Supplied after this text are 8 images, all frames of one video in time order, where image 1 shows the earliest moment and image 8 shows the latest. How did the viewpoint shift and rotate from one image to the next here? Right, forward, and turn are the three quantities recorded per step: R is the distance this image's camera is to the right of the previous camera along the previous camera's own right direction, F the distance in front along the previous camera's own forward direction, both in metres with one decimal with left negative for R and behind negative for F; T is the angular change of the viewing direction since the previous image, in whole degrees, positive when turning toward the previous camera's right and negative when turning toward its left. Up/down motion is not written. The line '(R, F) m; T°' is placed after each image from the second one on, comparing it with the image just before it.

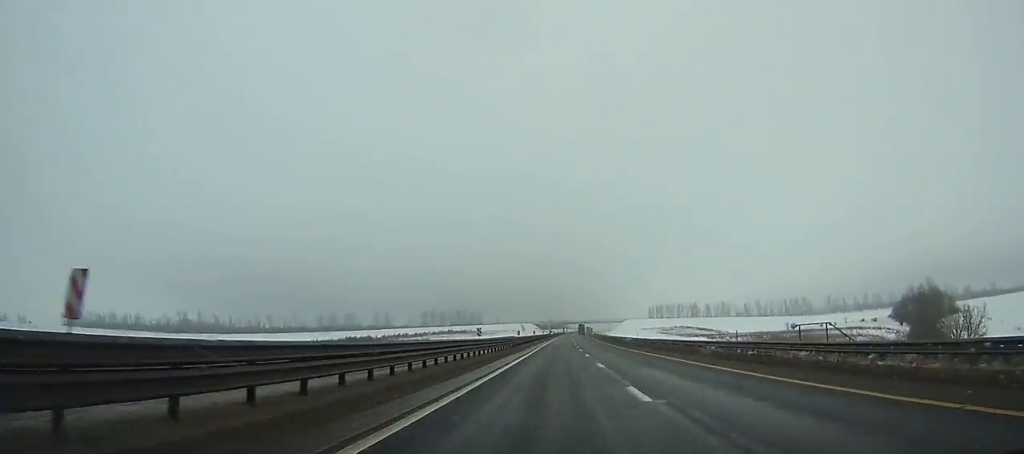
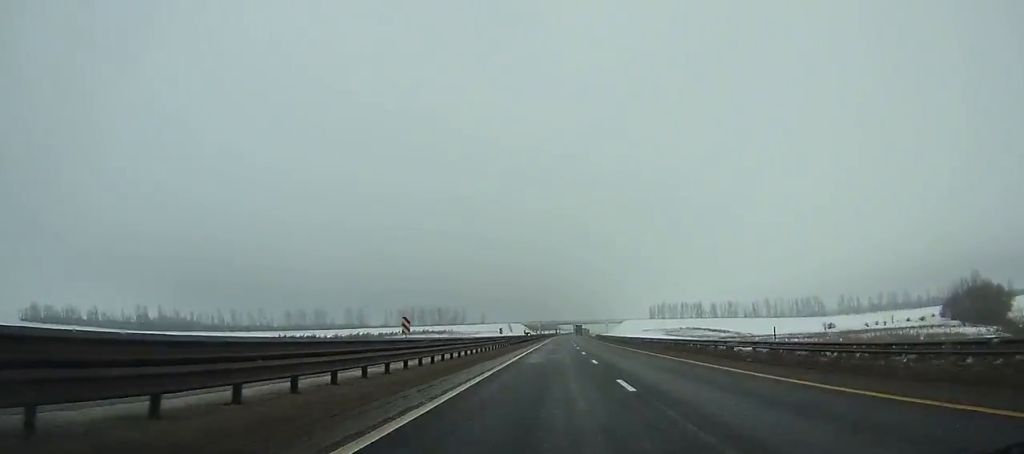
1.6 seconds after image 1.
(0.0, +46.4) m; +1°
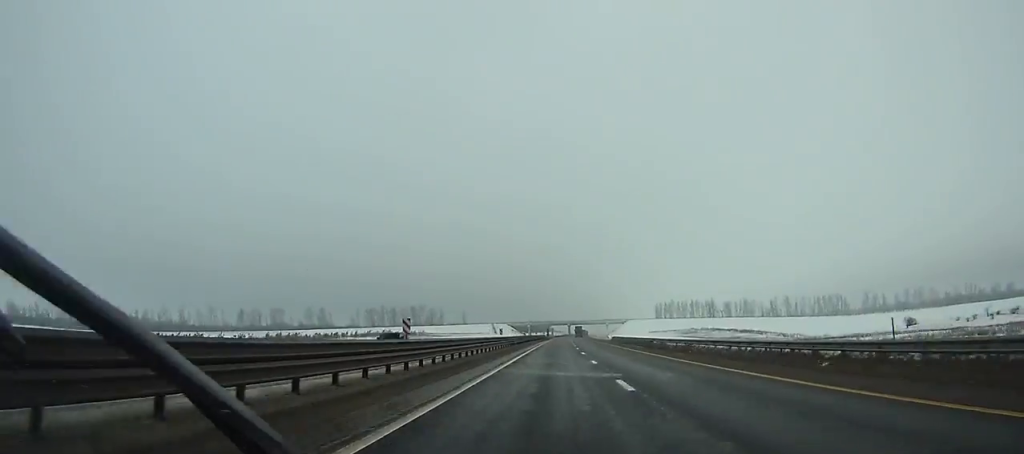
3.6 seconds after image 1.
(+0.4, +58.0) m; +1°
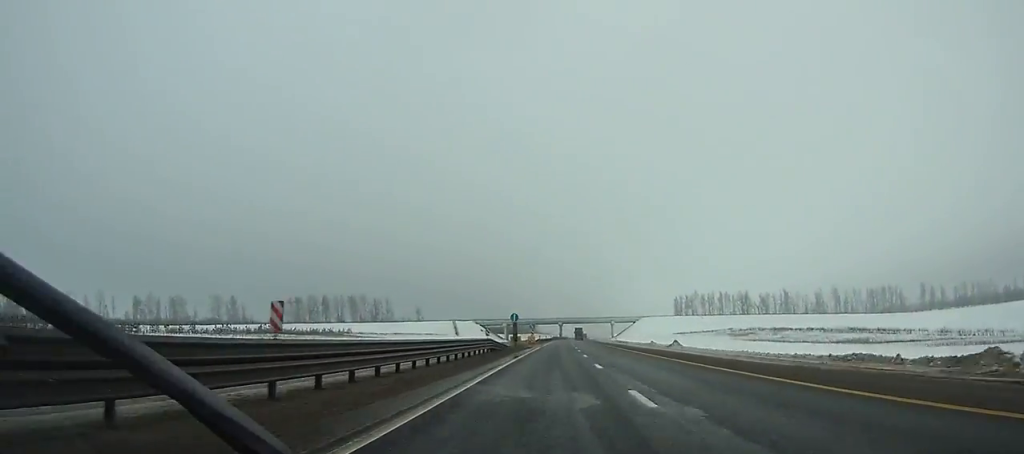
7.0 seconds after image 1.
(+0.8, +98.7) m; +1°
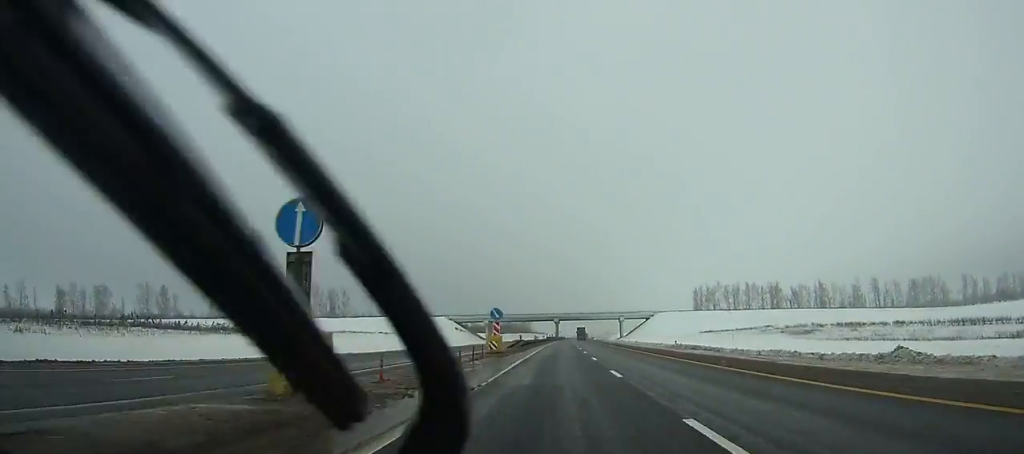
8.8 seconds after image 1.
(+0.3, +52.2) m; +1°
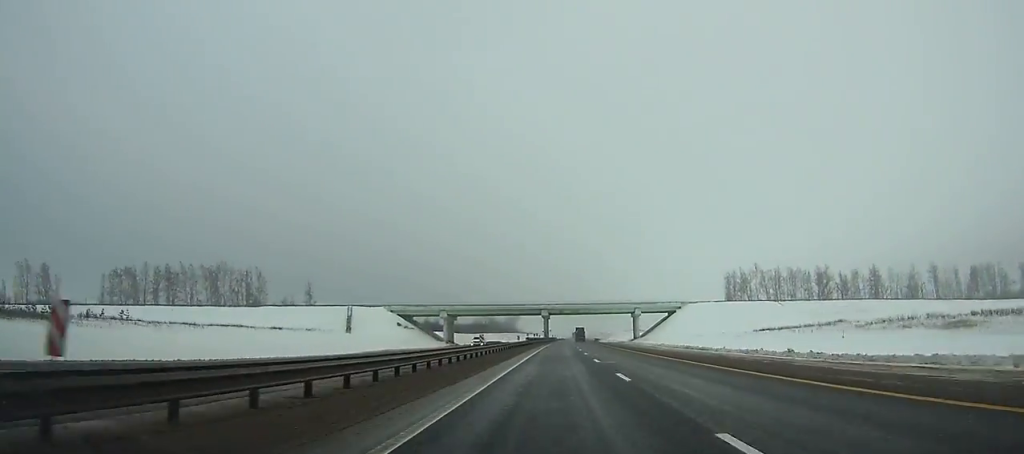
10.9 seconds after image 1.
(+0.3, +61.0) m; +1°
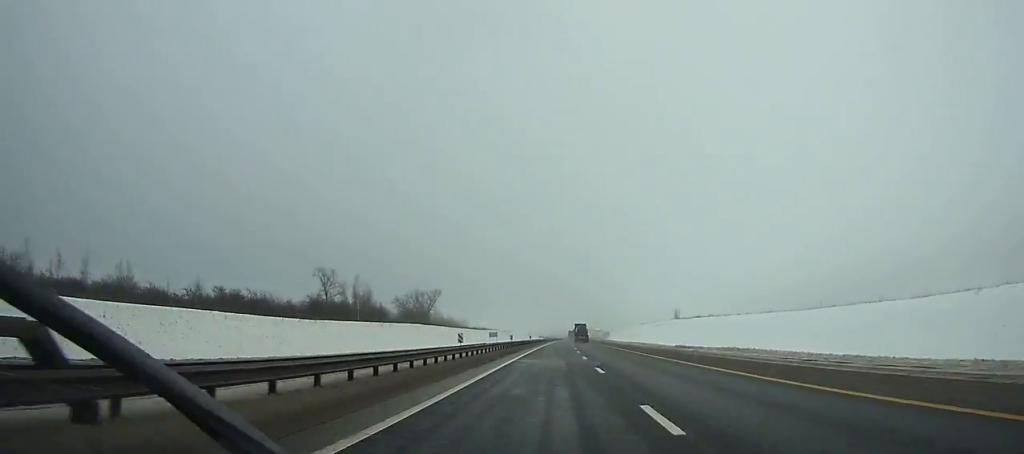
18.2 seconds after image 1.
(+4.4, +212.7) m; +2°
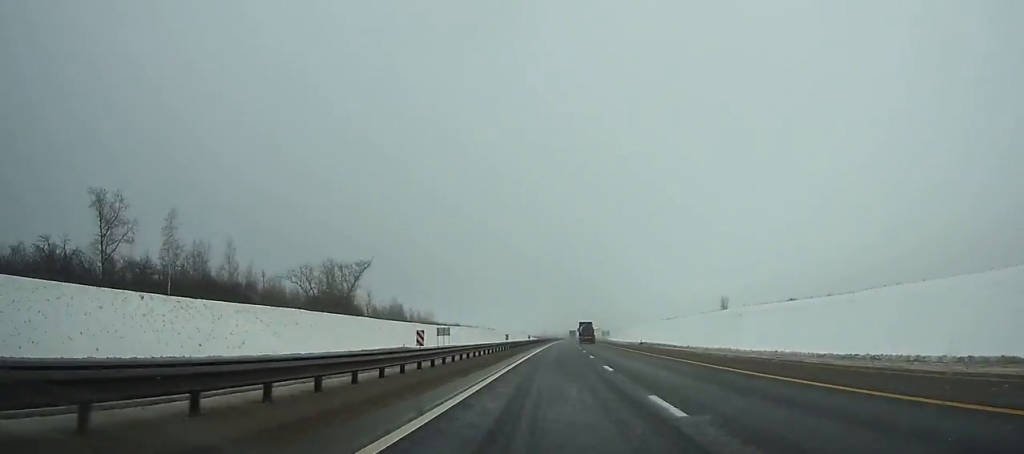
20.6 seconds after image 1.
(+0.6, +70.5) m; +1°
